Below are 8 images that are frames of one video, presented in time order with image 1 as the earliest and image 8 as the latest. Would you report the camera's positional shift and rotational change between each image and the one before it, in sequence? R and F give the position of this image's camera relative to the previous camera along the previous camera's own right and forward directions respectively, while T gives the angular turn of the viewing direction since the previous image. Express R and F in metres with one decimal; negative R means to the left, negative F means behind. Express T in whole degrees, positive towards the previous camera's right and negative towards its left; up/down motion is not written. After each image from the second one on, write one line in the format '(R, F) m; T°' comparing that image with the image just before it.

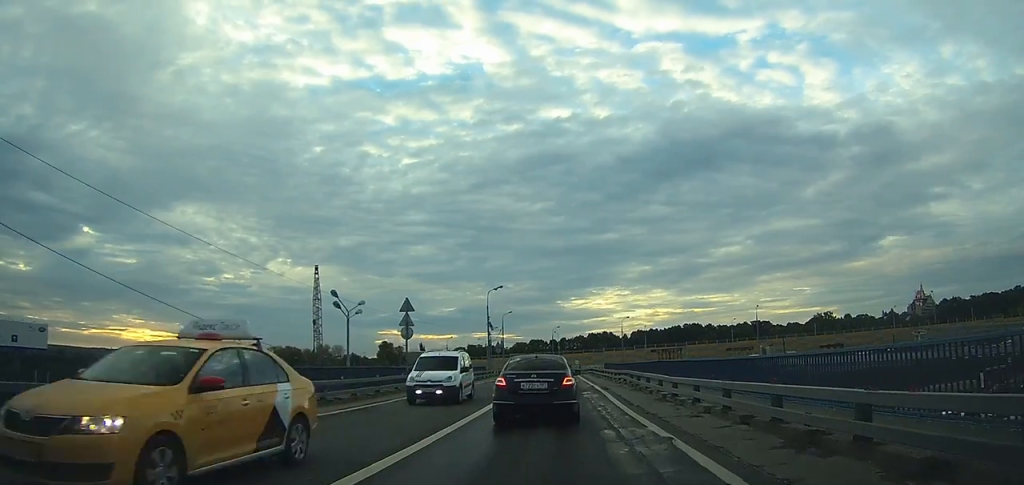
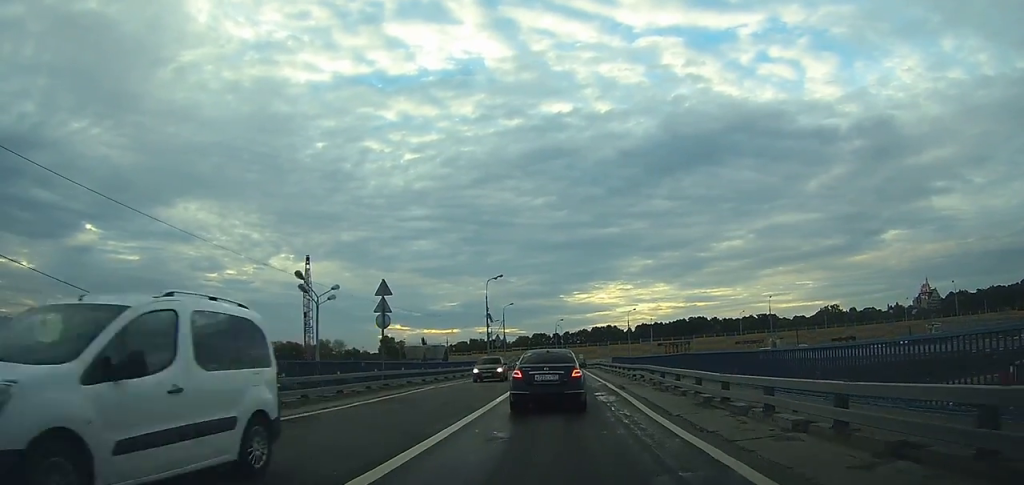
(-0.1, +5.5) m; -2°
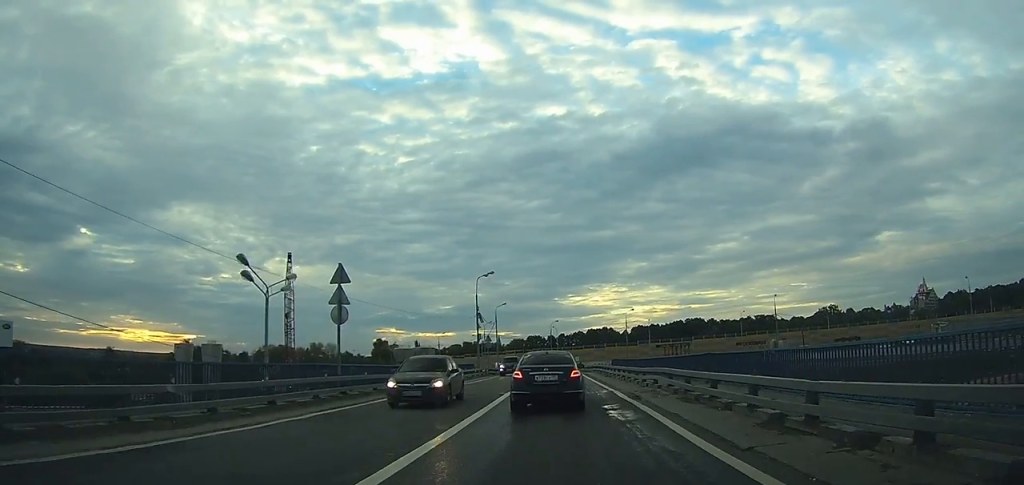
(-0.1, +4.7) m; -1°
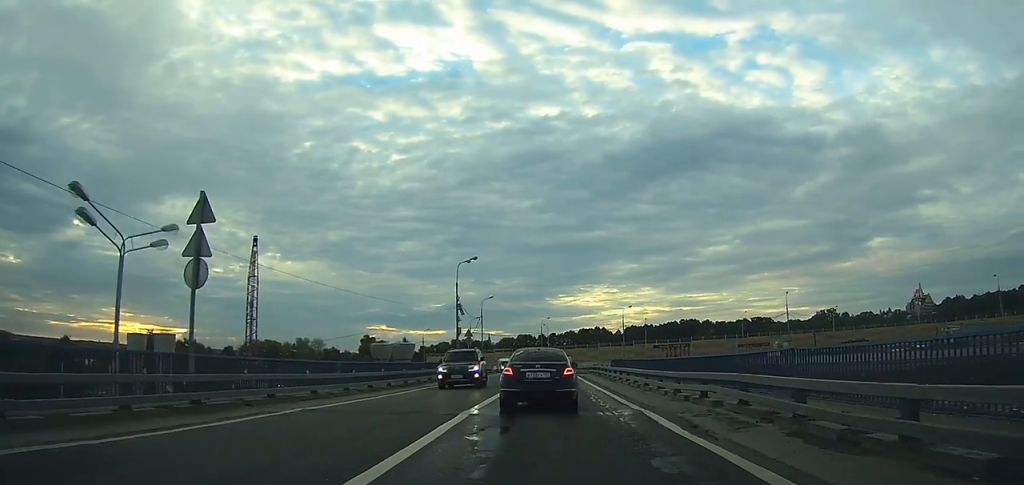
(-0.1, +7.5) m; -1°
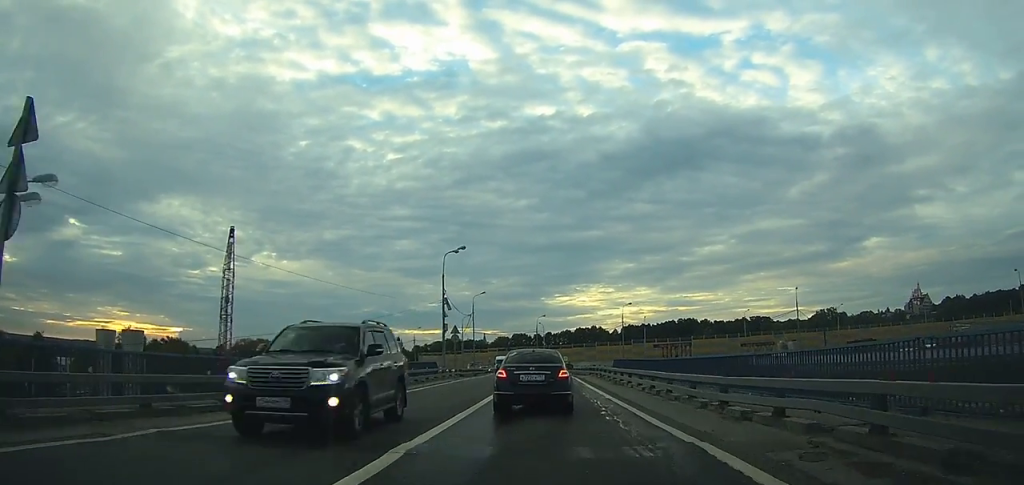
(0.0, +4.8) m; +1°
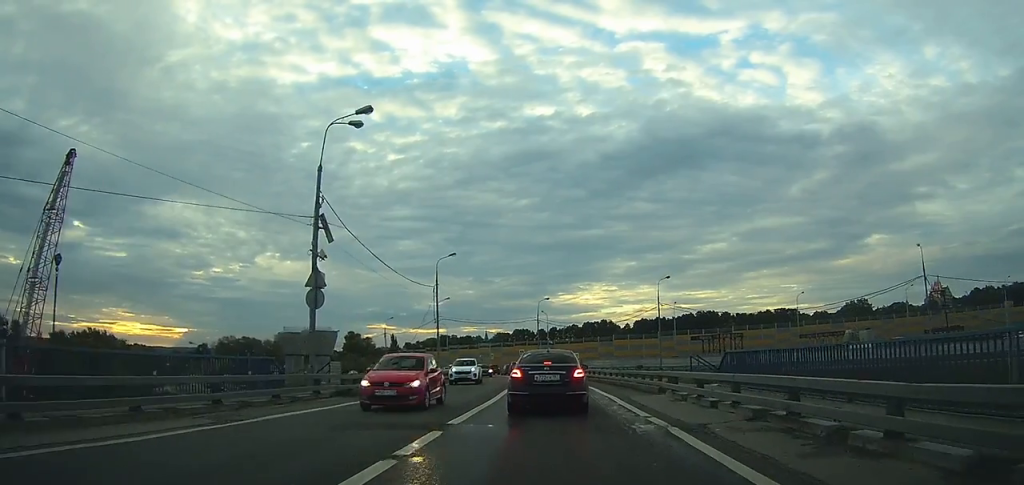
(+0.9, +29.5) m; +4°
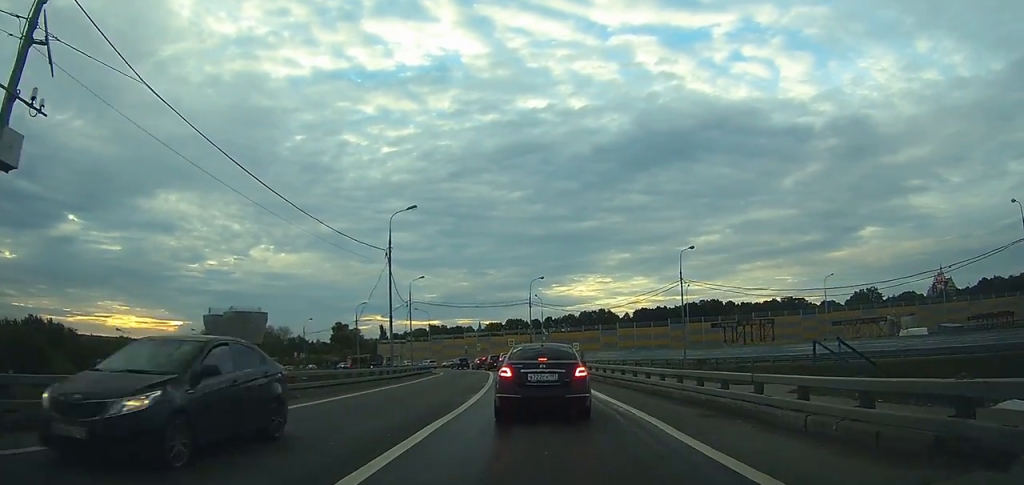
(+0.4, +14.2) m; +1°
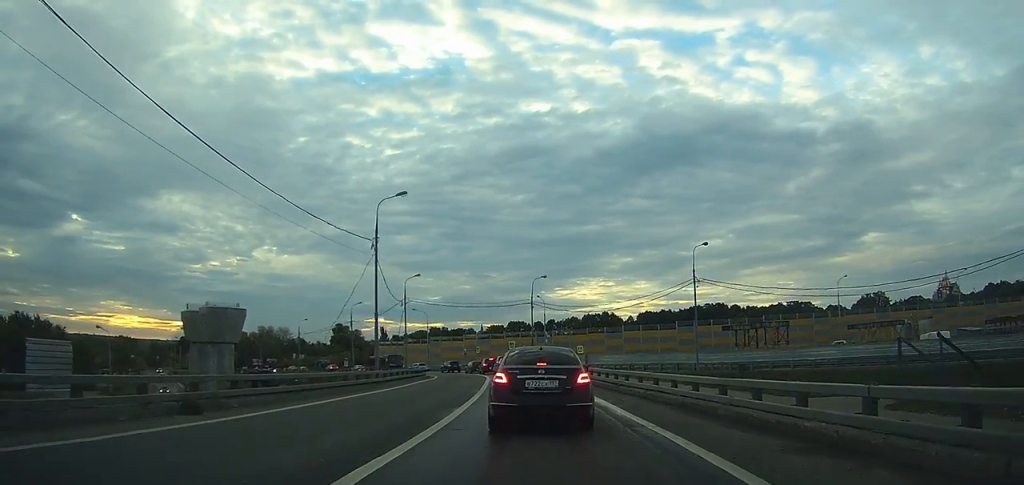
(0.0, +3.7) m; 0°
